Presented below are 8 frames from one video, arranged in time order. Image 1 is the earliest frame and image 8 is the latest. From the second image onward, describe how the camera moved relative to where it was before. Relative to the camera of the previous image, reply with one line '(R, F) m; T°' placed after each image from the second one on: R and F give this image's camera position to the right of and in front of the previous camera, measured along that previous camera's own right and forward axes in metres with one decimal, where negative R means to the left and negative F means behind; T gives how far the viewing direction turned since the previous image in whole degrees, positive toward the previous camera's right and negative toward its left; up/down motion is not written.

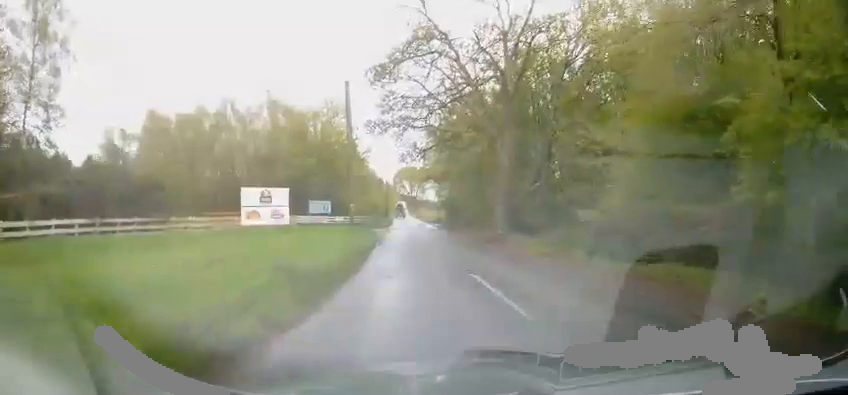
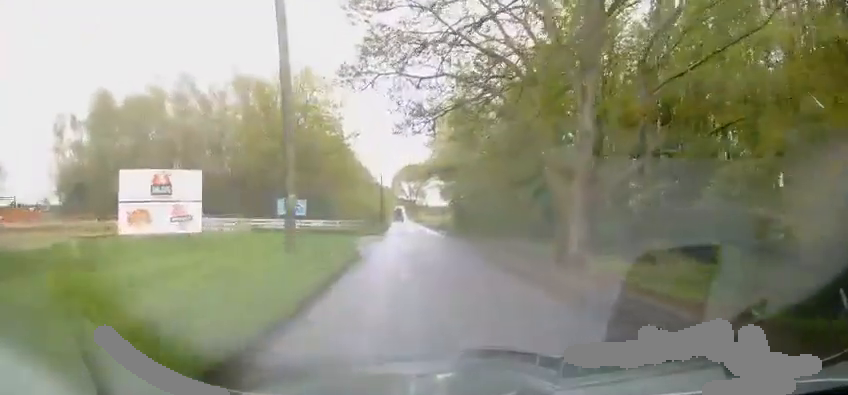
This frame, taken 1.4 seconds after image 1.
(-1.4, +13.0) m; -8°
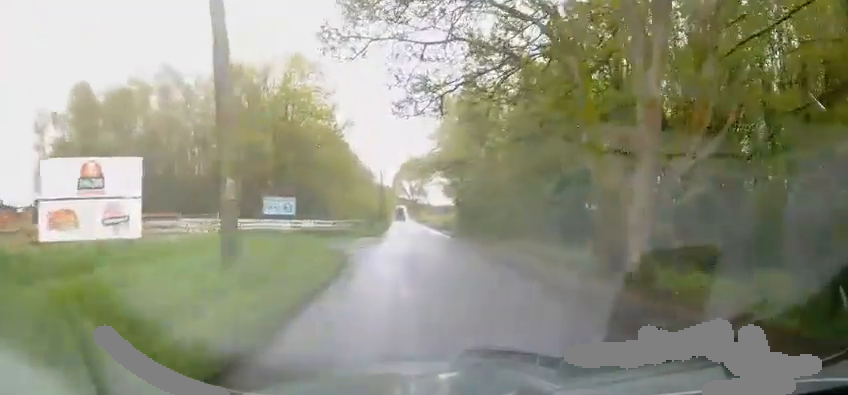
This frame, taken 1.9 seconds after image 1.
(-0.6, +4.2) m; +4°
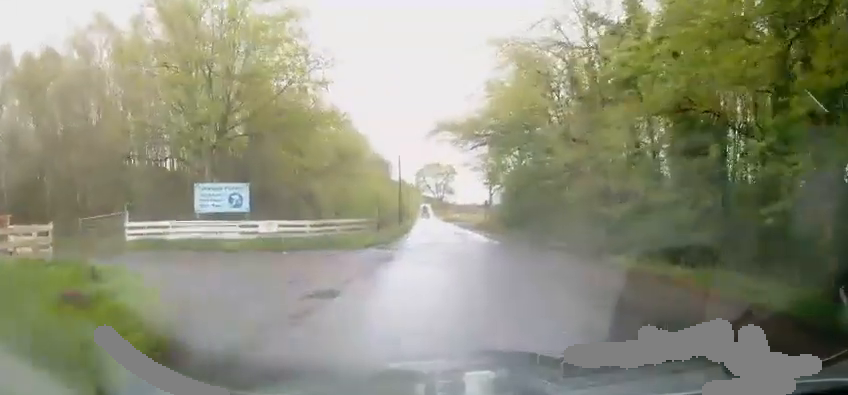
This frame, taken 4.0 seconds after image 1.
(+2.4, +17.3) m; +2°
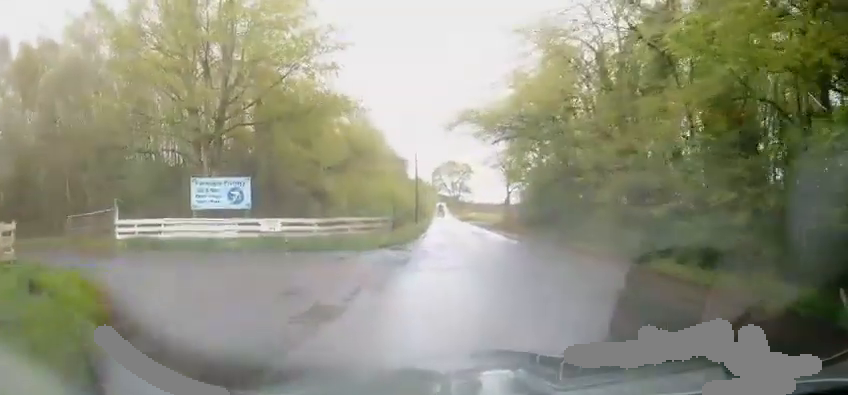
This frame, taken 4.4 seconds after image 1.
(-0.1, +2.4) m; -3°
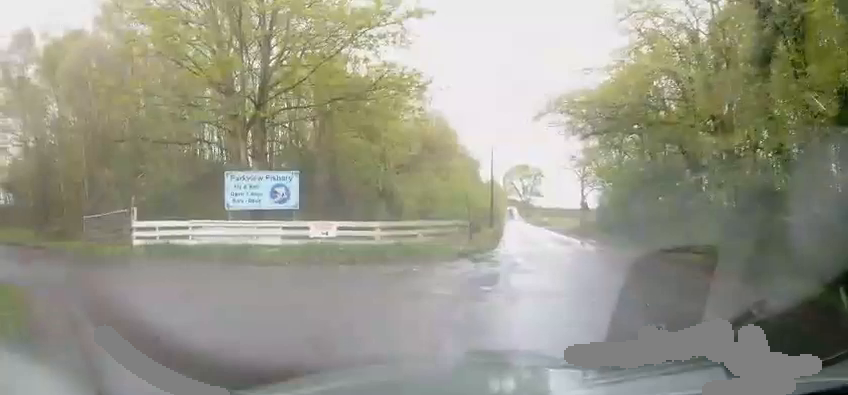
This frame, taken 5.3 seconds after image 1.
(-0.1, +4.4) m; -8°
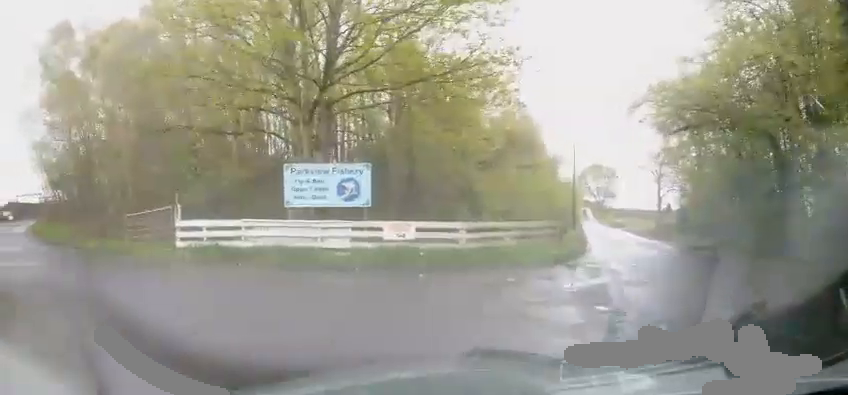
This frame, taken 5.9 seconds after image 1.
(-0.2, +2.5) m; -10°
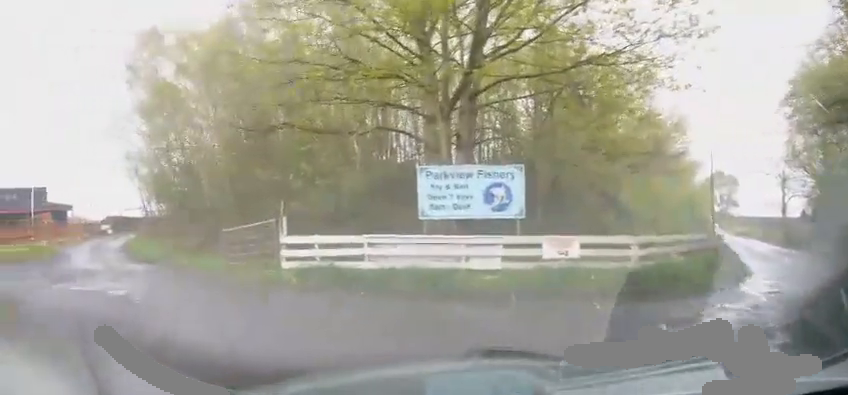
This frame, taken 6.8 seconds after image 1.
(-0.5, +3.0) m; -13°
